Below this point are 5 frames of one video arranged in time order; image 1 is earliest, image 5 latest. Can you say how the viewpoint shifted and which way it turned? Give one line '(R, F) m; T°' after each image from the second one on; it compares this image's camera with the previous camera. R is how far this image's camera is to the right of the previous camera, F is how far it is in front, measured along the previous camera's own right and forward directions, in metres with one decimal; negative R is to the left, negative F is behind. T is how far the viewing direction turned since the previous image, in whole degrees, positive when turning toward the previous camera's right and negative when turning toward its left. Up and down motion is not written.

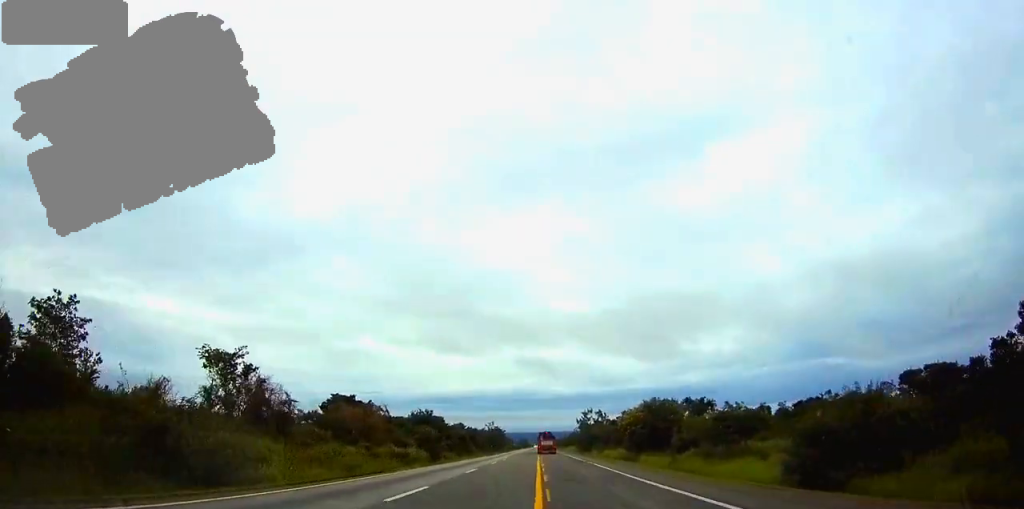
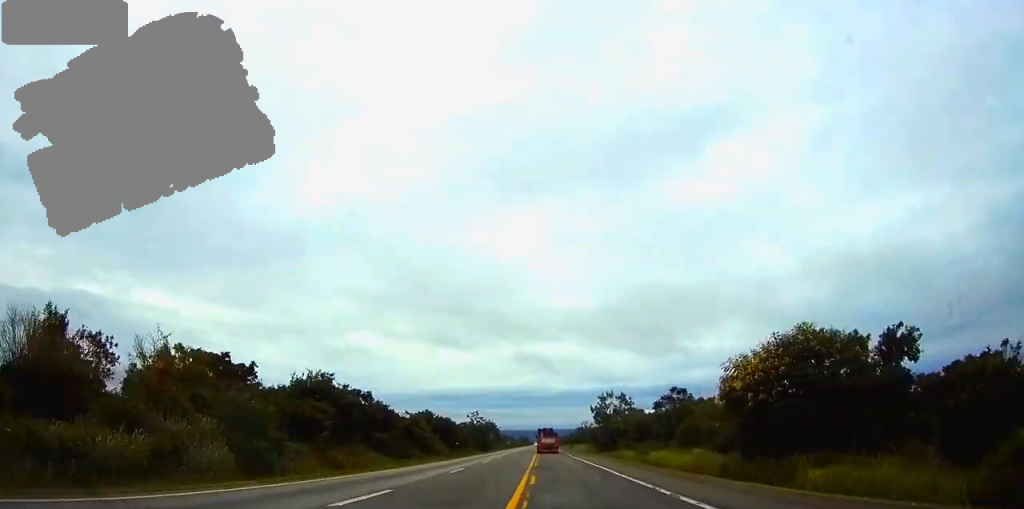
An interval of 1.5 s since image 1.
(-0.3, +51.7) m; 0°
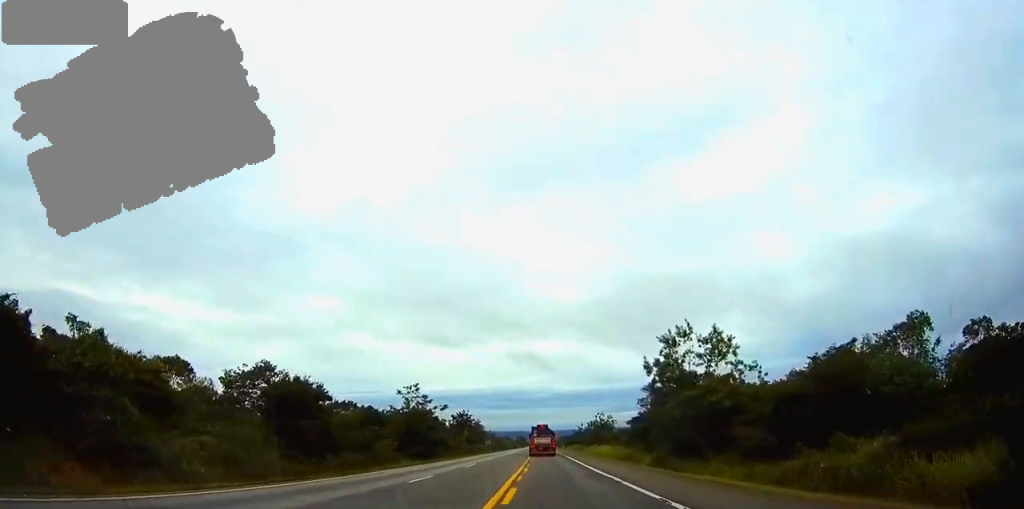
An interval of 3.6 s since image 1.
(+0.2, +72.7) m; 0°
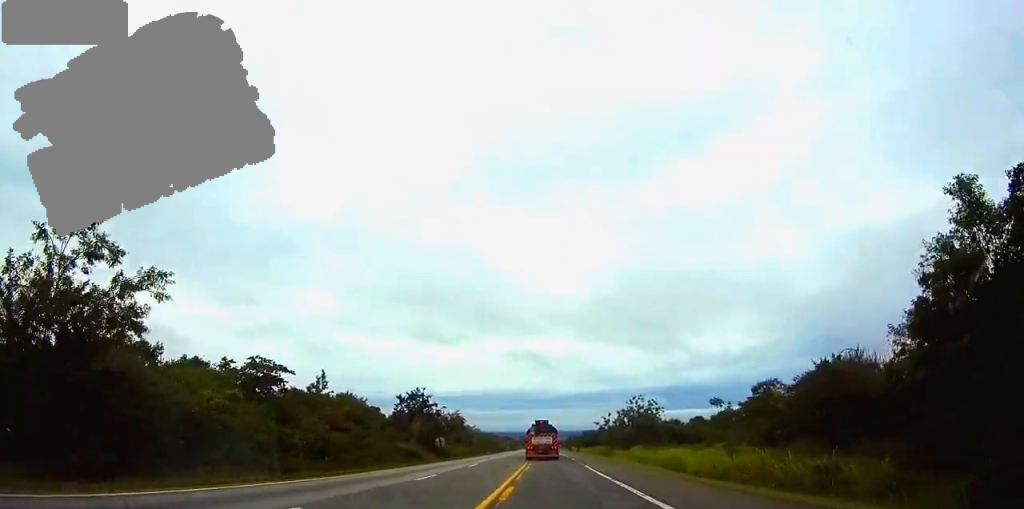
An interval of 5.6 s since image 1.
(-0.2, +64.1) m; 0°
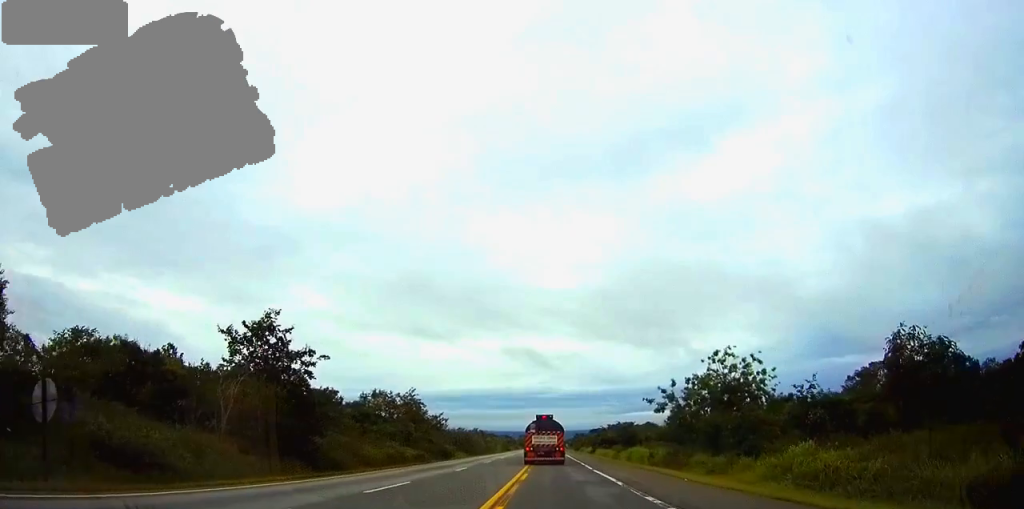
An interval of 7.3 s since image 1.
(-0.2, +55.9) m; 0°
